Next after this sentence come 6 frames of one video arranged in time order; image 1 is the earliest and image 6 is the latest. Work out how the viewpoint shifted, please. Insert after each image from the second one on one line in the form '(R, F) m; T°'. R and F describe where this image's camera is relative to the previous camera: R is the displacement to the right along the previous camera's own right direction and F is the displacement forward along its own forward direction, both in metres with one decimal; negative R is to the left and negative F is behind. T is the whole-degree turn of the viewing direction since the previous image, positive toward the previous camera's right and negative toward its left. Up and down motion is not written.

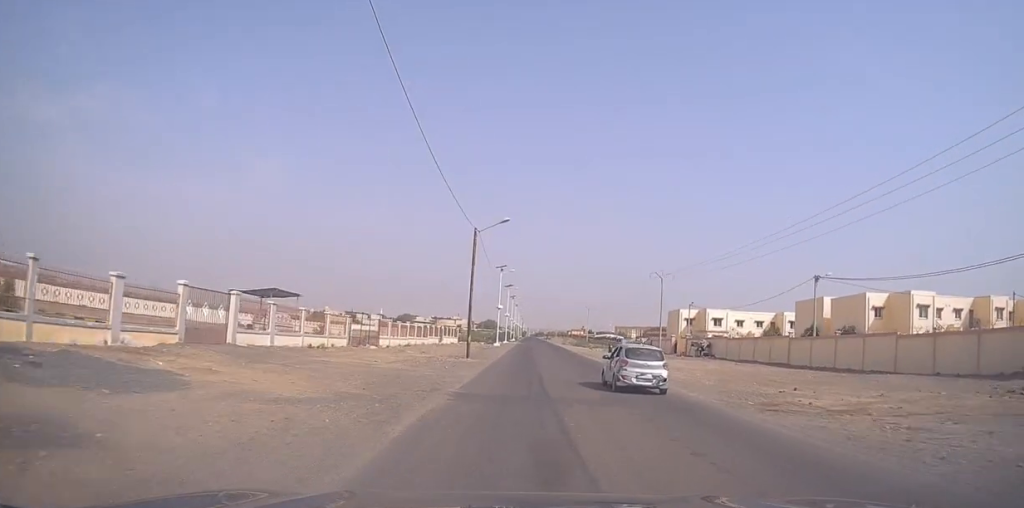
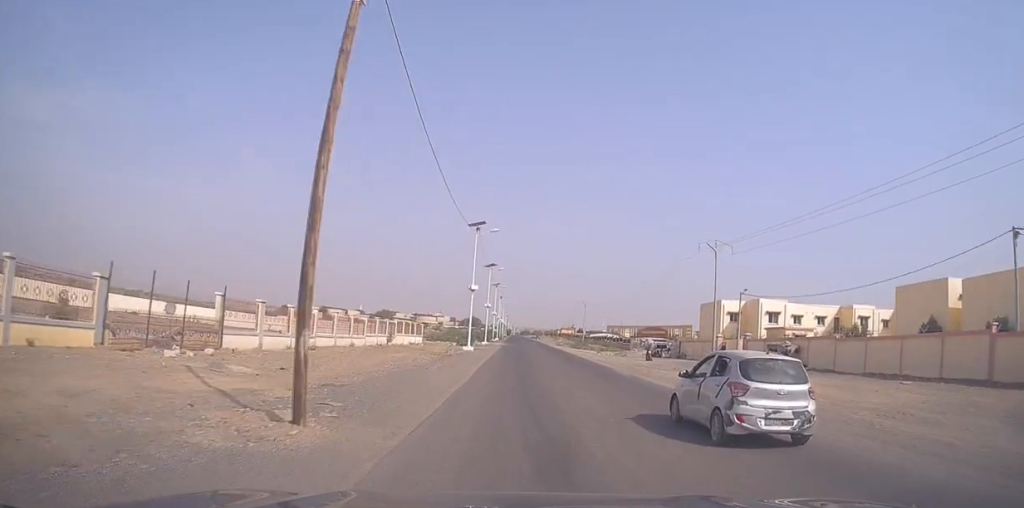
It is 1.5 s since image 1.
(+0.7, +26.1) m; +2°
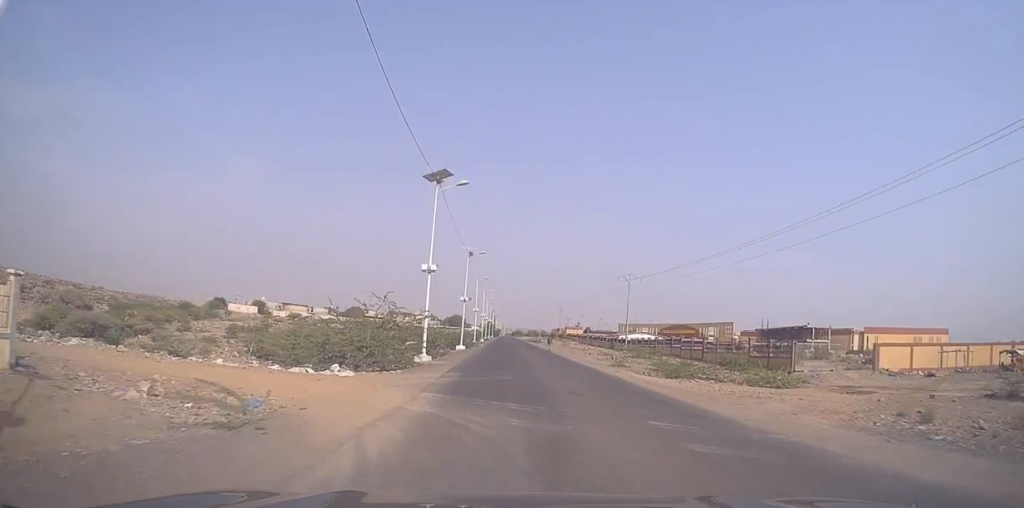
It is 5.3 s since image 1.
(-0.5, +67.5) m; +3°
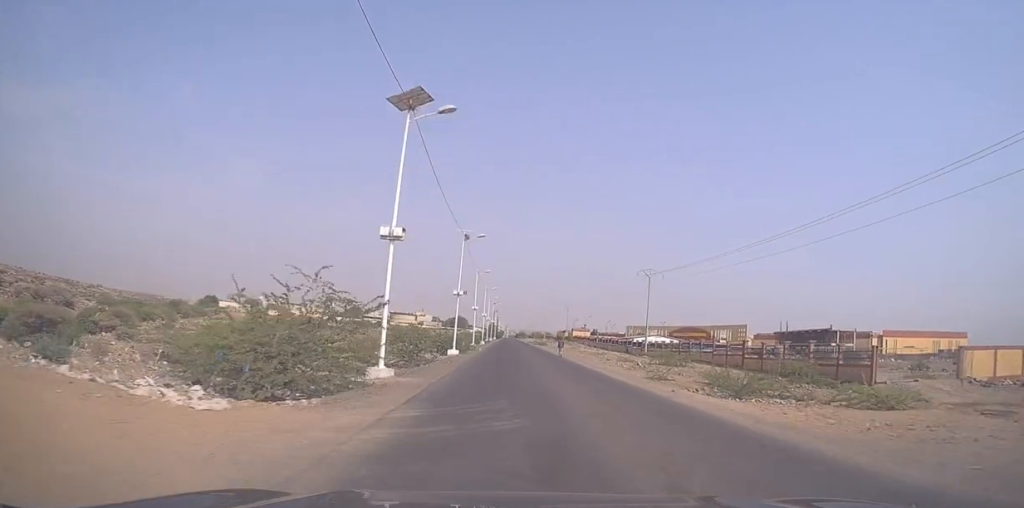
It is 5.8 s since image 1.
(+0.4, +10.4) m; 0°
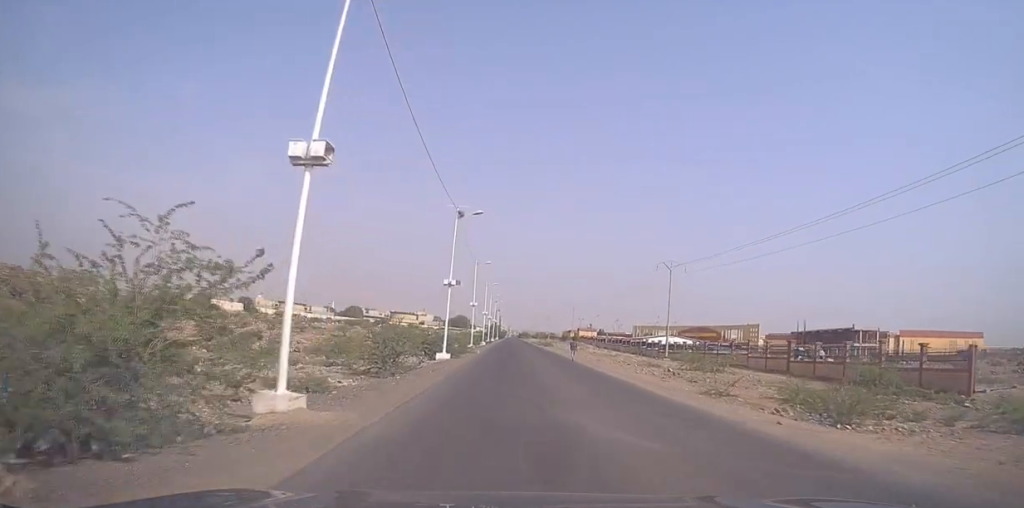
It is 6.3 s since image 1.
(+0.3, +8.6) m; 0°
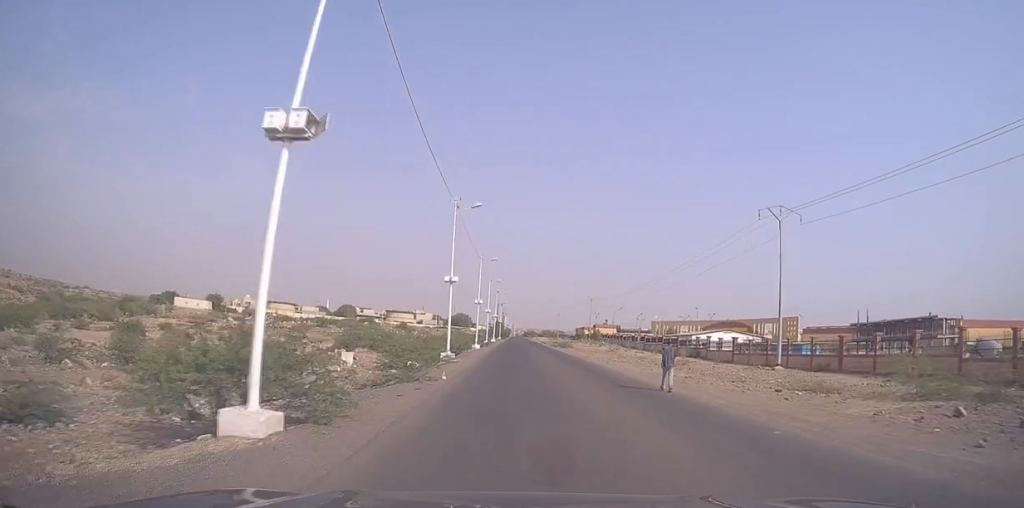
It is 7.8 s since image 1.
(-1.0, +27.2) m; -2°
